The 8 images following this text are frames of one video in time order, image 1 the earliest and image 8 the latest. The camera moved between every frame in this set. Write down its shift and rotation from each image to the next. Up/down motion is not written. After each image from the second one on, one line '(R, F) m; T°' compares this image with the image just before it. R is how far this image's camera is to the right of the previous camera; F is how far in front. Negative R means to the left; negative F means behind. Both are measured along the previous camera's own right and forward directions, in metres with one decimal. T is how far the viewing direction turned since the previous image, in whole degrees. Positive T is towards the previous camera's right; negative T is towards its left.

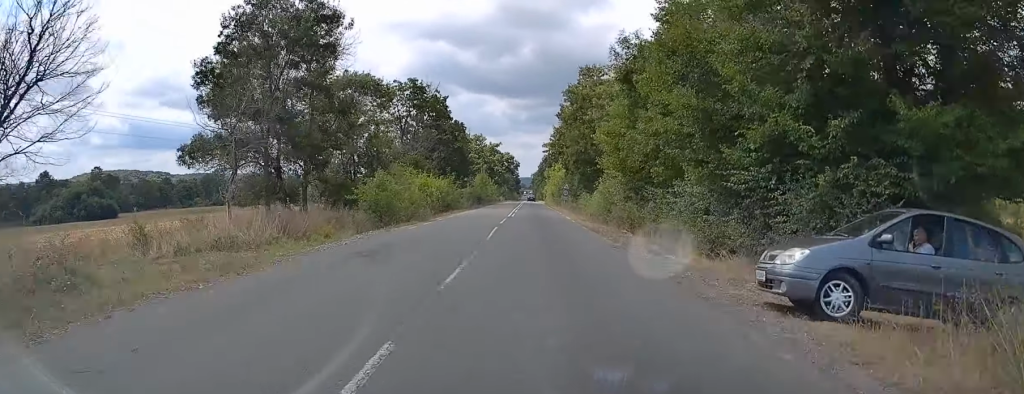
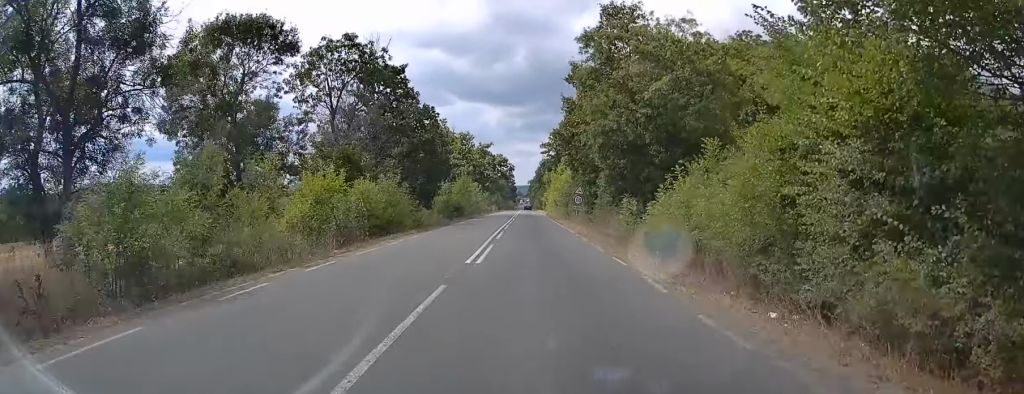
(0.0, +22.2) m; +1°
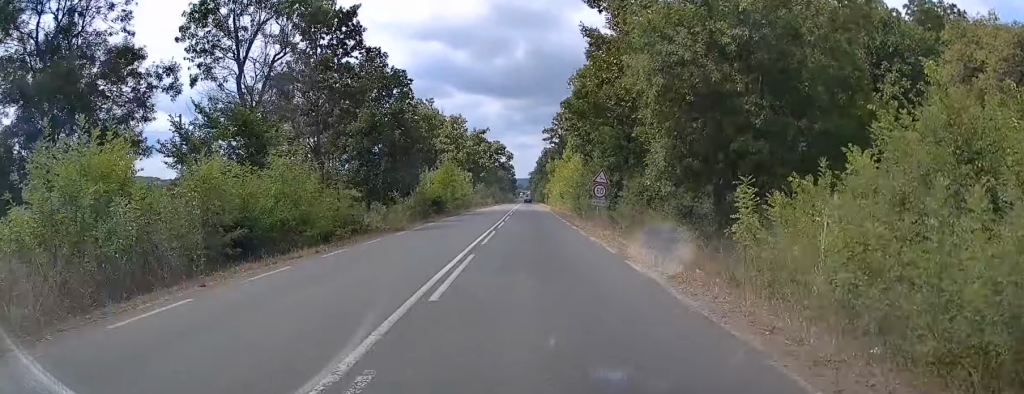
(+0.1, +14.6) m; 0°
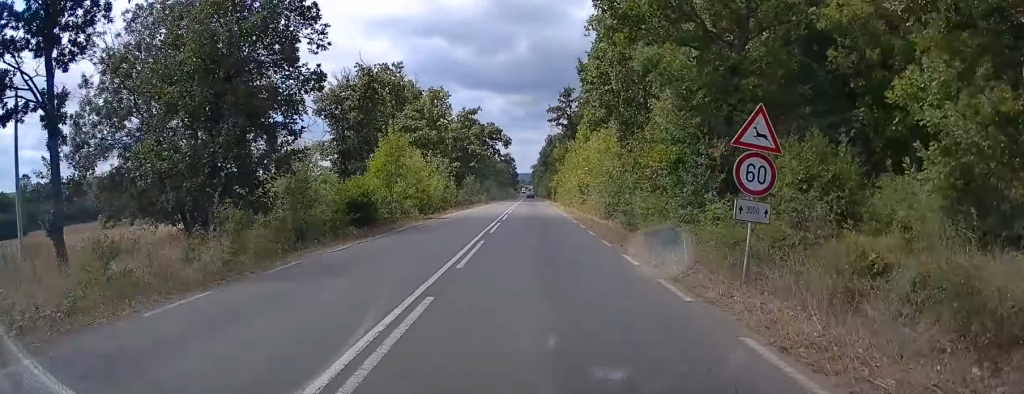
(-0.2, +23.2) m; -1°
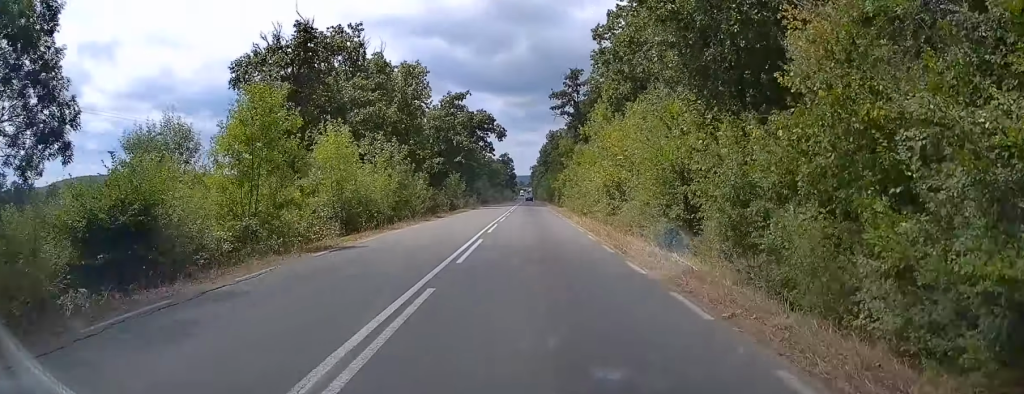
(-0.2, +17.1) m; 0°
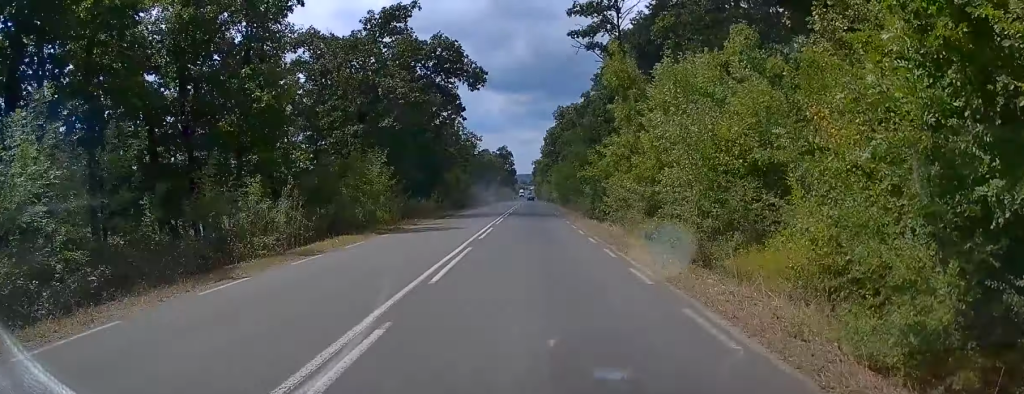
(+0.6, +37.4) m; +1°
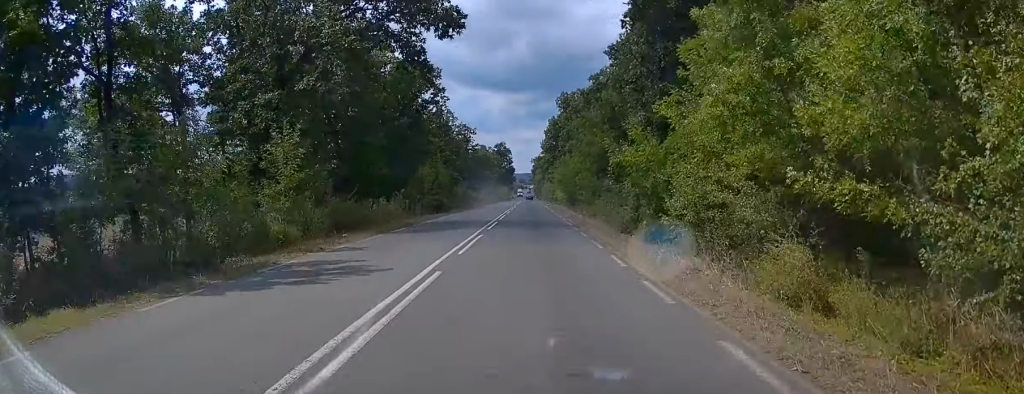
(0.0, +13.8) m; -1°
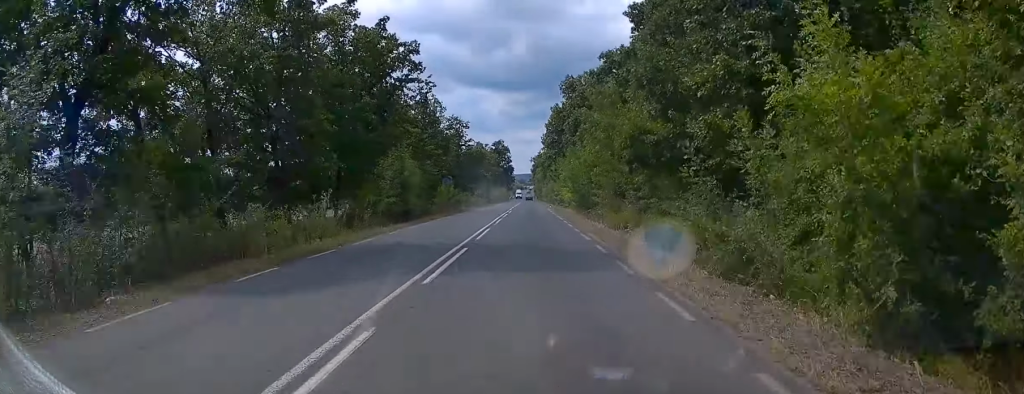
(0.0, +13.1) m; -1°
